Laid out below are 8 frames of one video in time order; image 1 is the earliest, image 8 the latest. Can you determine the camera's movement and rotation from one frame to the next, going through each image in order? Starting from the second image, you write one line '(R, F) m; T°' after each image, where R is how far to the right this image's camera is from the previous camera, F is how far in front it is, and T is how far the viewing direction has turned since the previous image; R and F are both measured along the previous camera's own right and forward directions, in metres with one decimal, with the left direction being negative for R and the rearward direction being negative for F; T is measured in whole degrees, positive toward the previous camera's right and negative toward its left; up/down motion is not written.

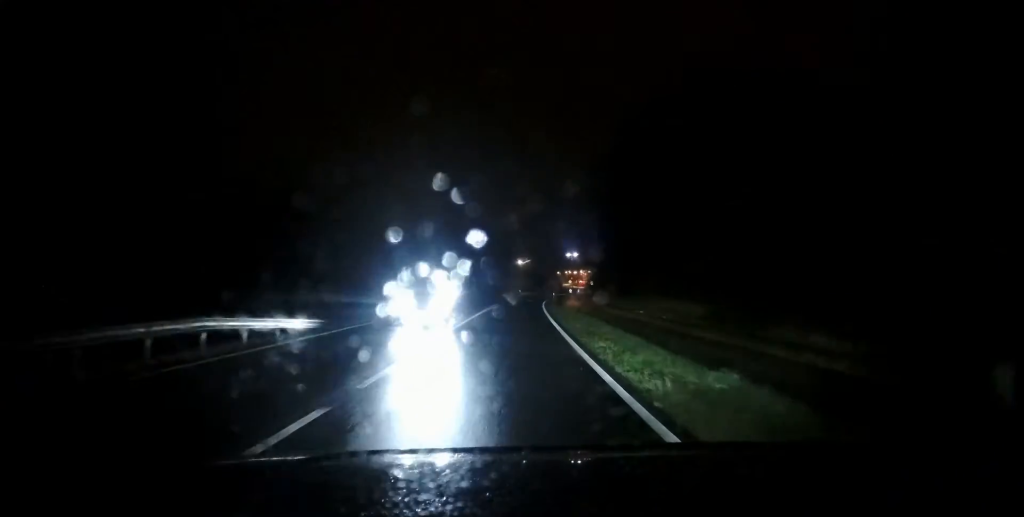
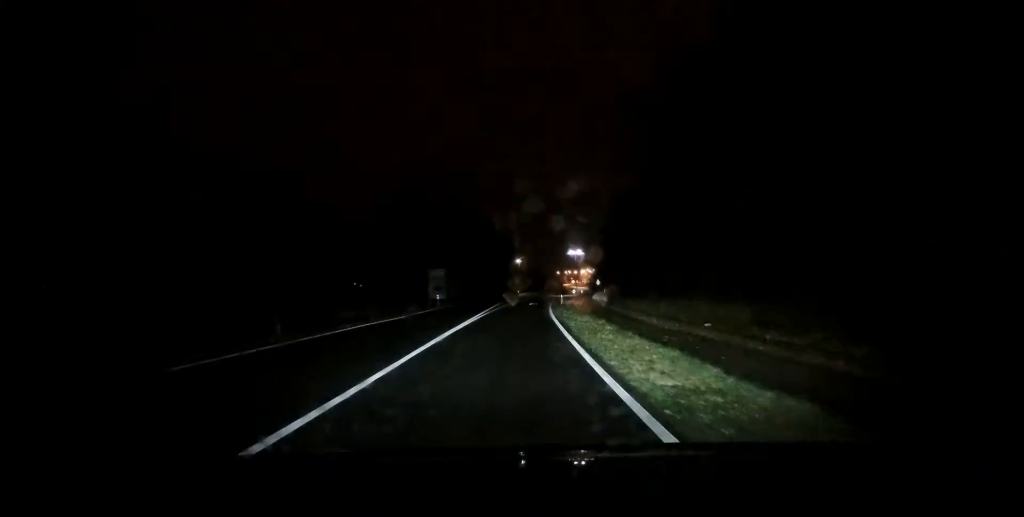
(+0.1, +11.8) m; +1°
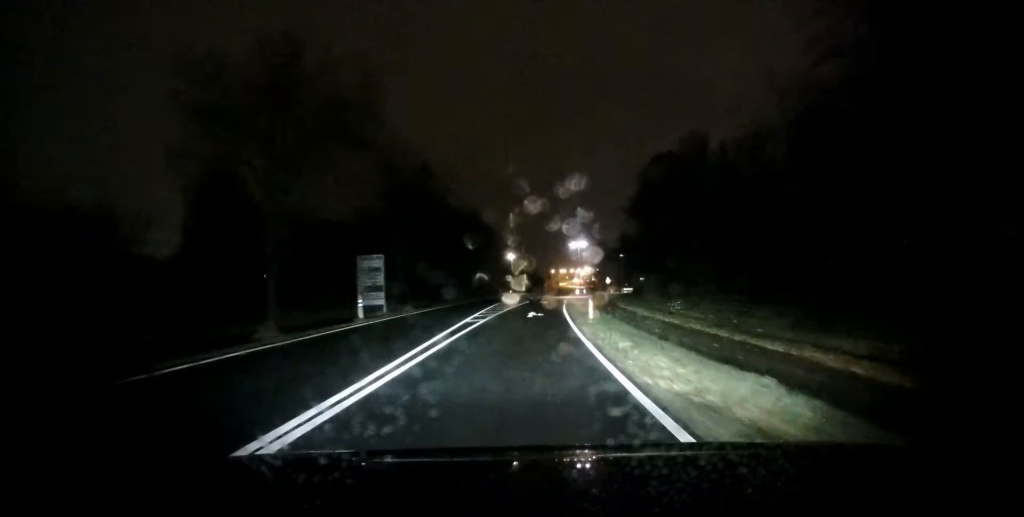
(+0.1, +20.1) m; +1°
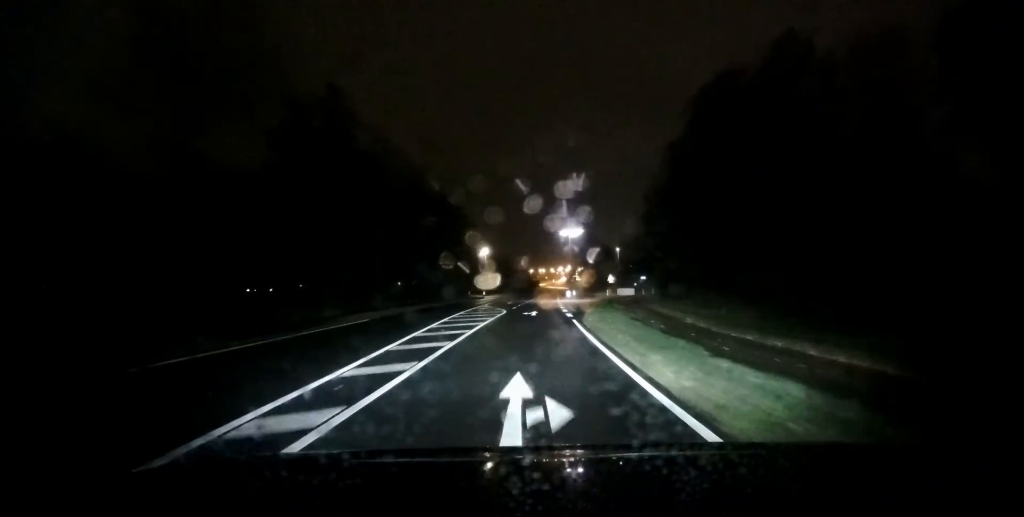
(+0.3, +21.8) m; +2°
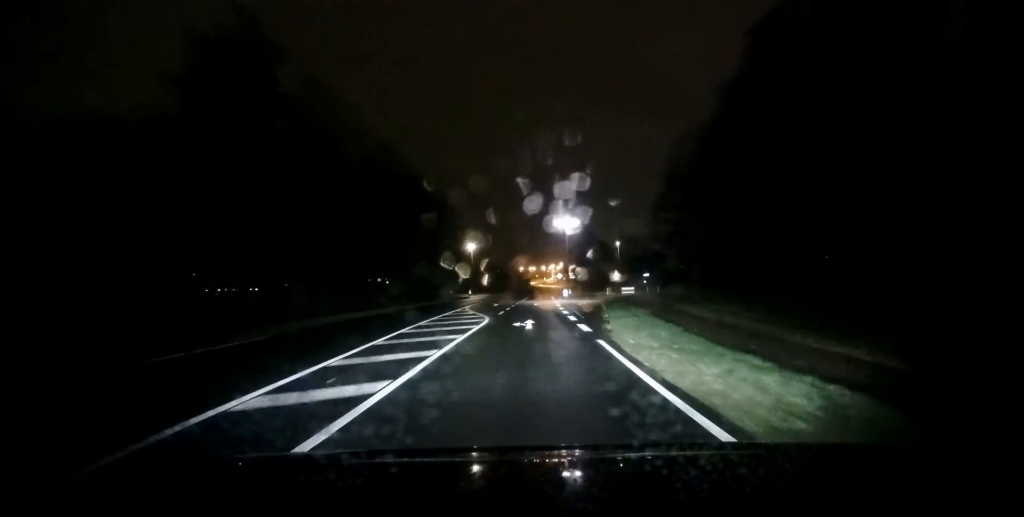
(-0.1, +10.3) m; +1°
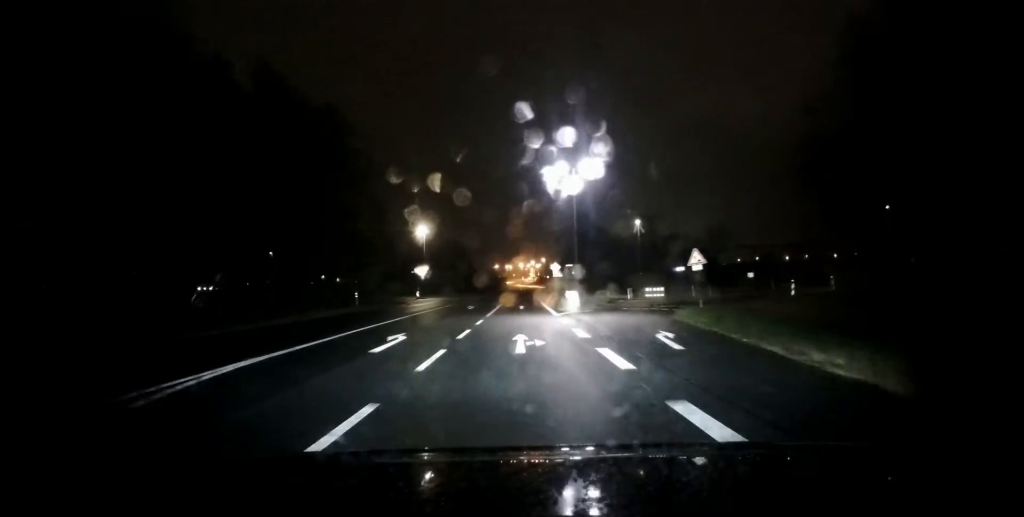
(+1.1, +31.9) m; +2°
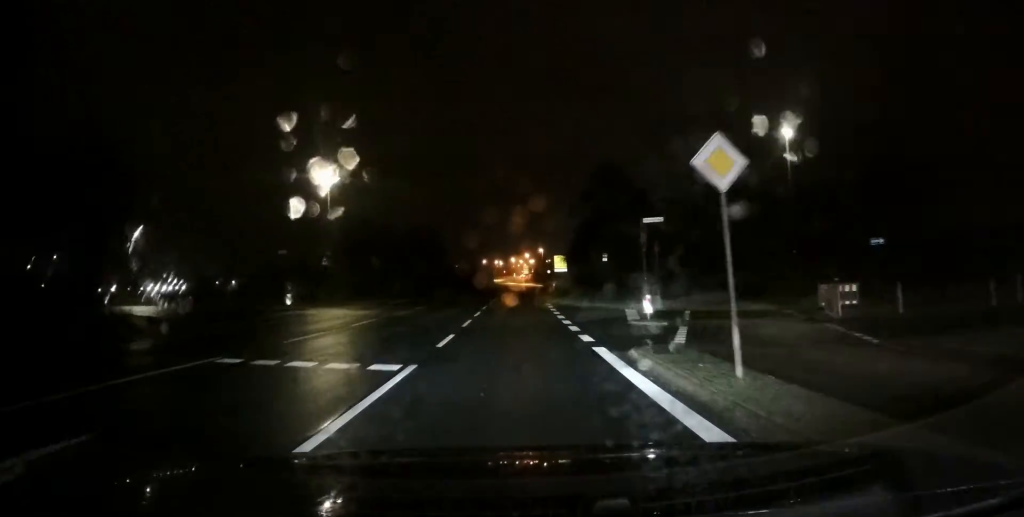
(+0.3, +37.7) m; +1°
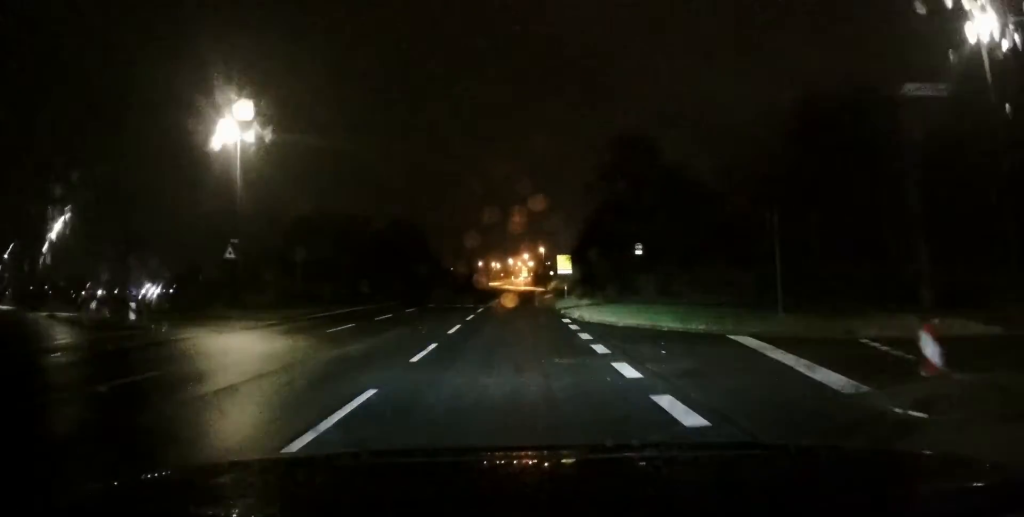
(0.0, +14.2) m; 0°
